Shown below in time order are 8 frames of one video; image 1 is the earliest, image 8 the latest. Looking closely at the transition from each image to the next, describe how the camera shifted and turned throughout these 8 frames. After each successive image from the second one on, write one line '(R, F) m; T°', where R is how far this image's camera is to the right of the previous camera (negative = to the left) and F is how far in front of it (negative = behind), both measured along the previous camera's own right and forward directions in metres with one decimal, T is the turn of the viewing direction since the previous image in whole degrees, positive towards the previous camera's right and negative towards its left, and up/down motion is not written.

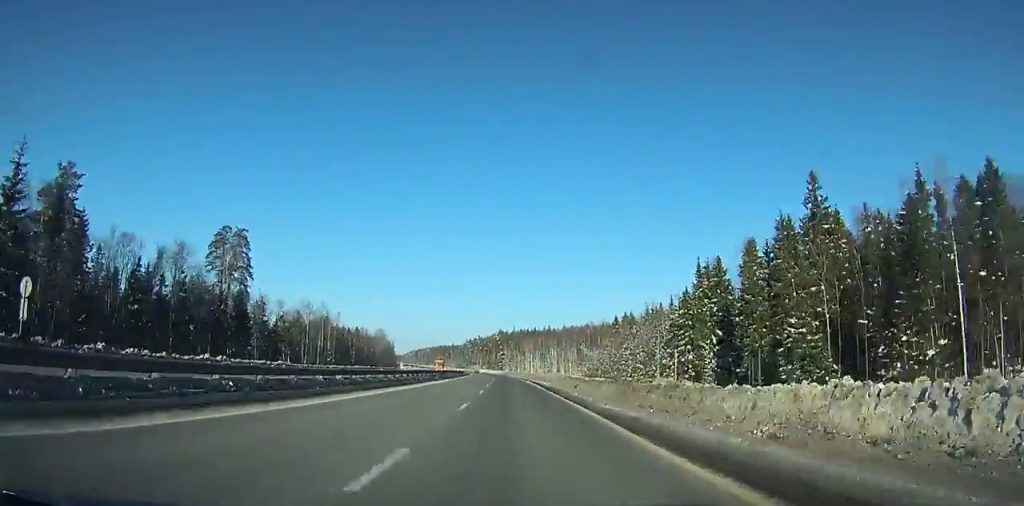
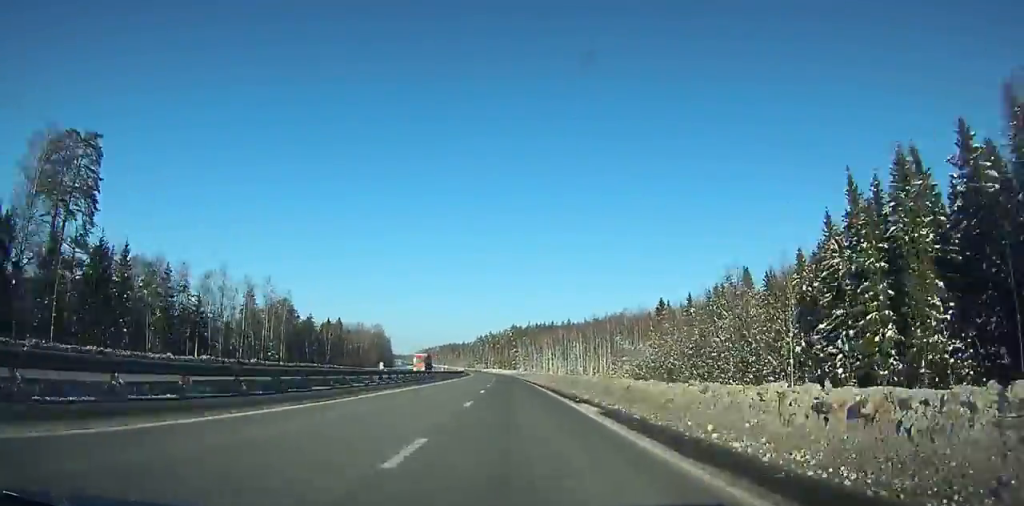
(-0.2, +47.7) m; -1°
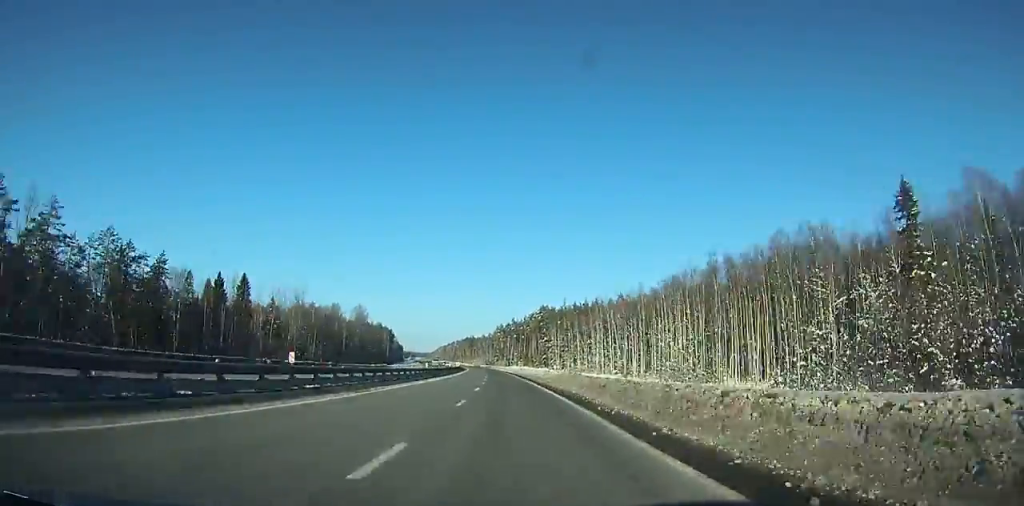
(-2.3, +96.0) m; -3°
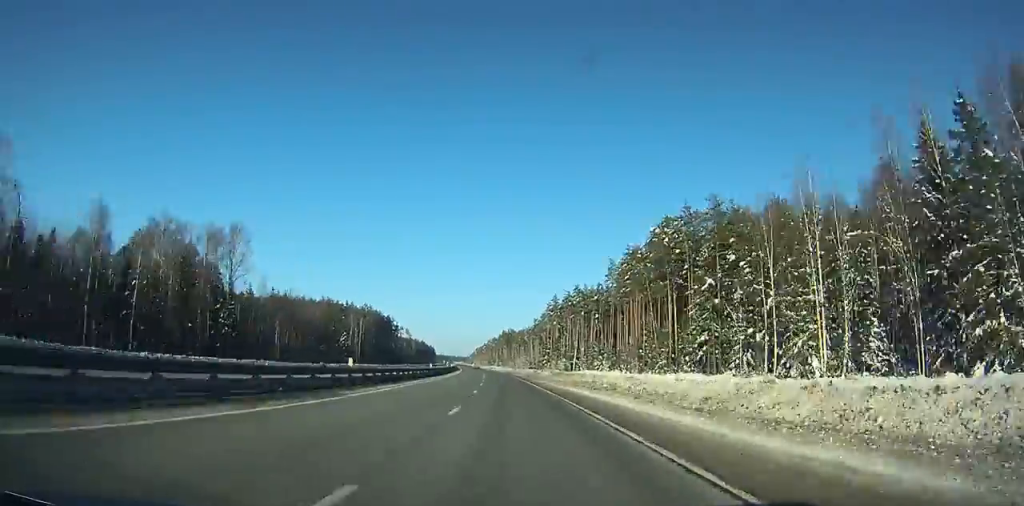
(-7.2, +160.7) m; -5°
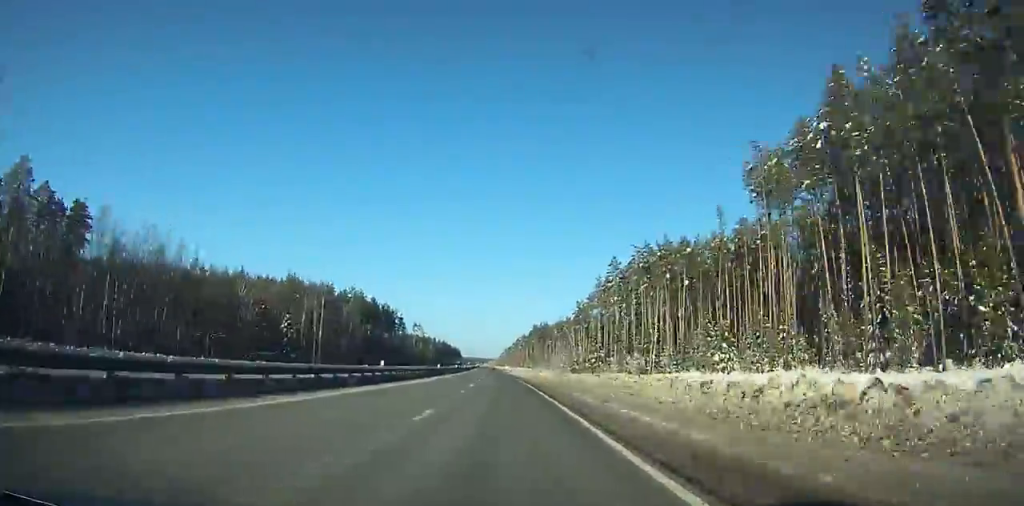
(-2.1, +76.3) m; -3°
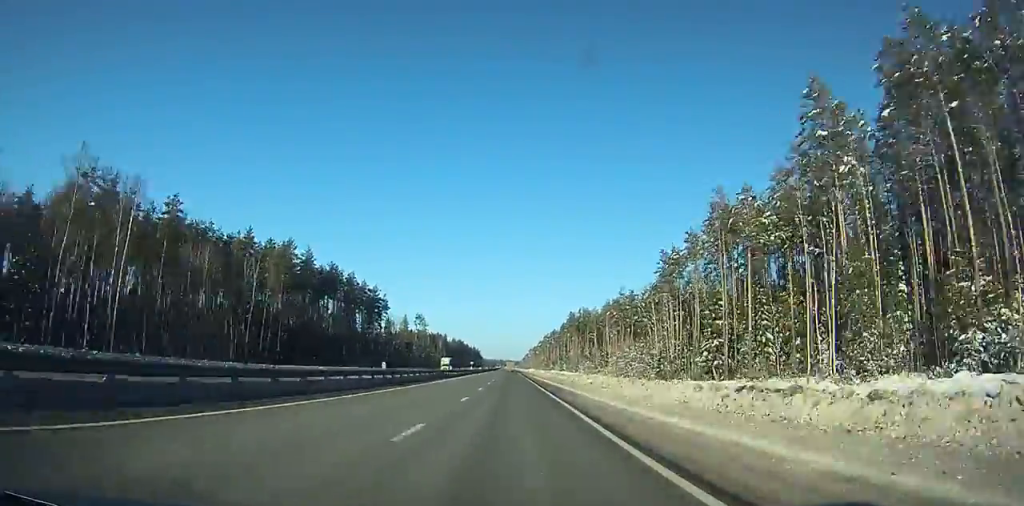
(-2.2, +91.9) m; -2°
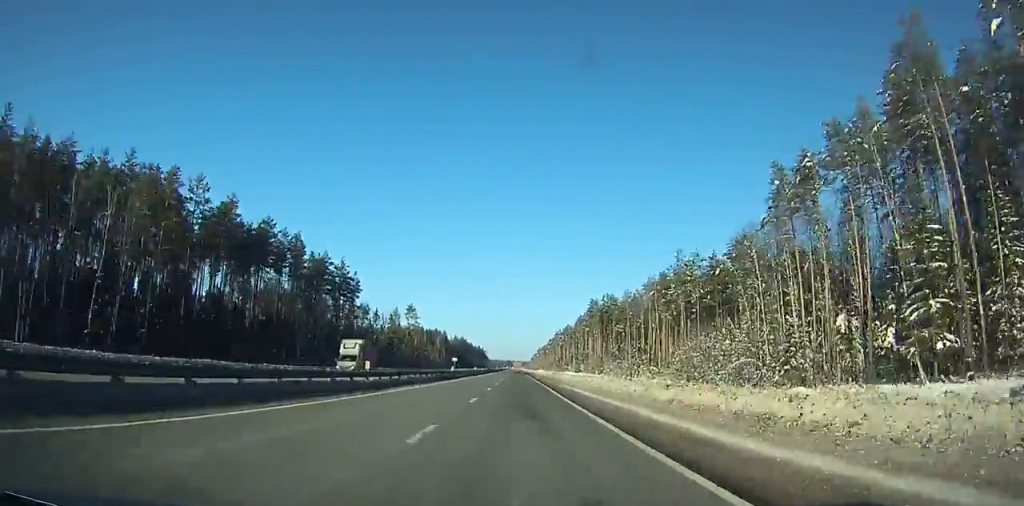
(-0.2, +50.2) m; 0°
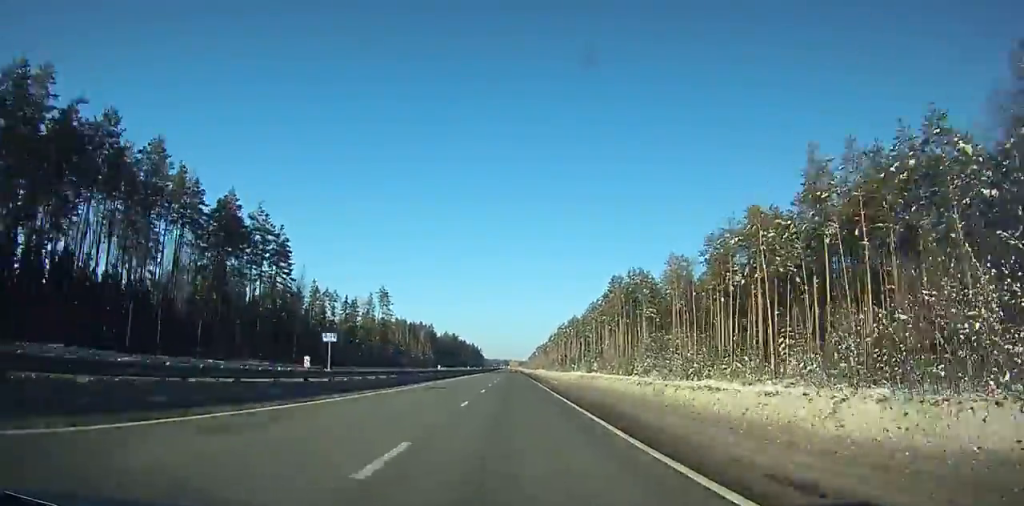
(+0.1, +52.9) m; 0°
